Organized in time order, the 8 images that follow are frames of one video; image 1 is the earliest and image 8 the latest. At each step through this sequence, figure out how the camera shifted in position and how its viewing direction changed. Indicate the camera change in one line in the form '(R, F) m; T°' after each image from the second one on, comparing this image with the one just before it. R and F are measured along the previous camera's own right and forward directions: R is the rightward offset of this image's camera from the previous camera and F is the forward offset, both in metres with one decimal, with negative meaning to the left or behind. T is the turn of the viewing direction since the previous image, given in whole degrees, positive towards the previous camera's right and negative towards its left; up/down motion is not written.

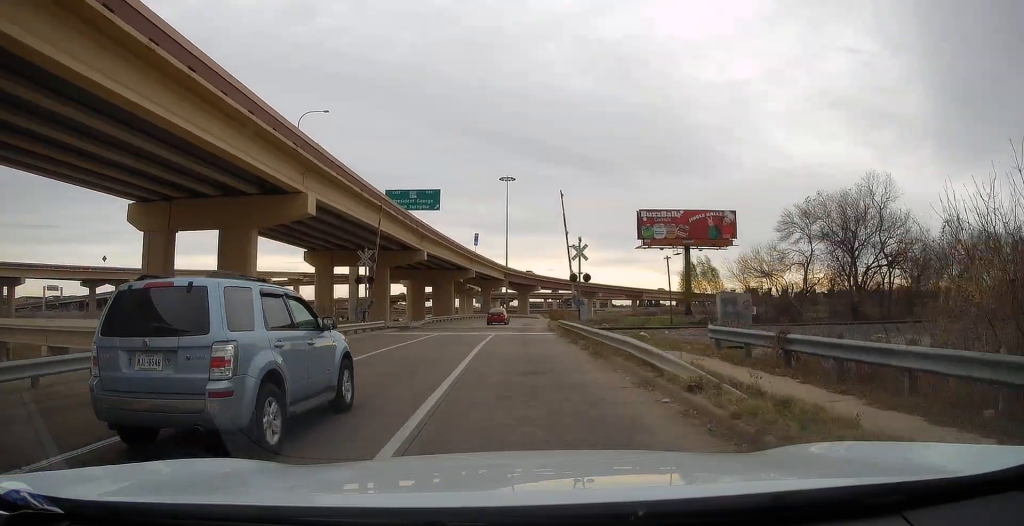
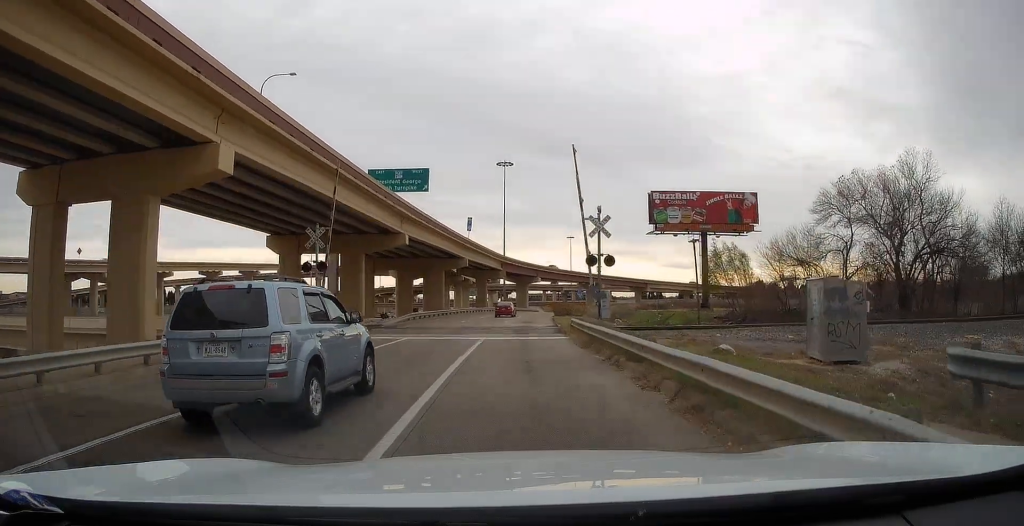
(0.0, +9.9) m; 0°
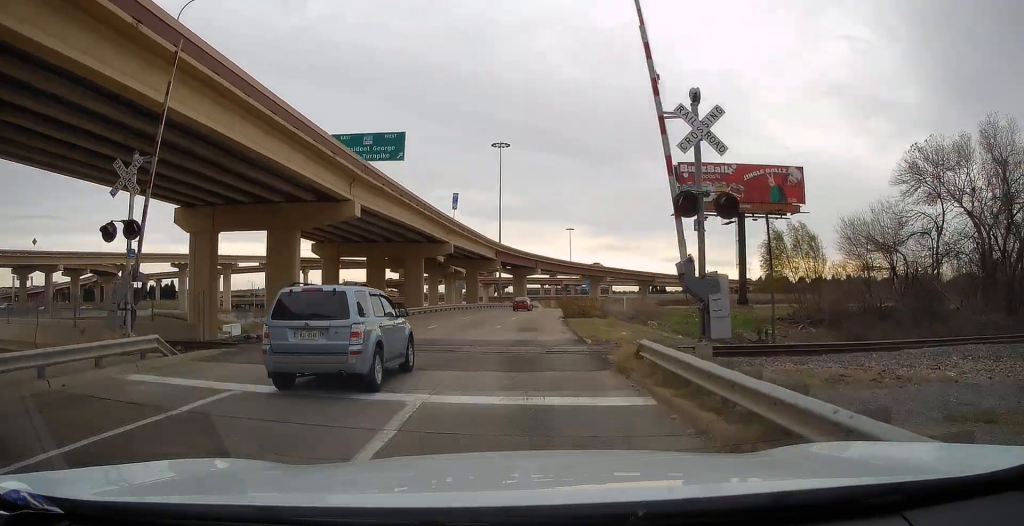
(0.0, +16.0) m; 0°
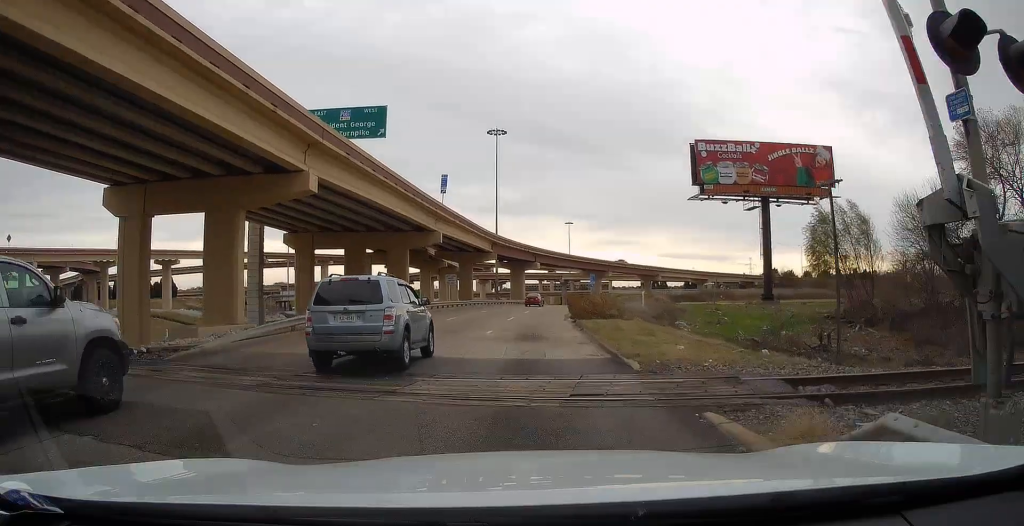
(0.0, +8.2) m; 0°
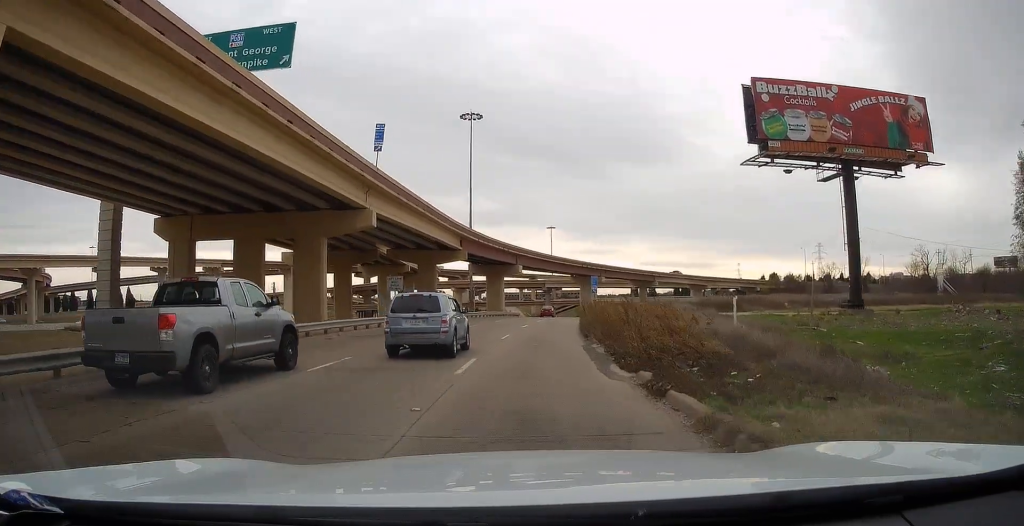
(0.0, +21.3) m; 0°
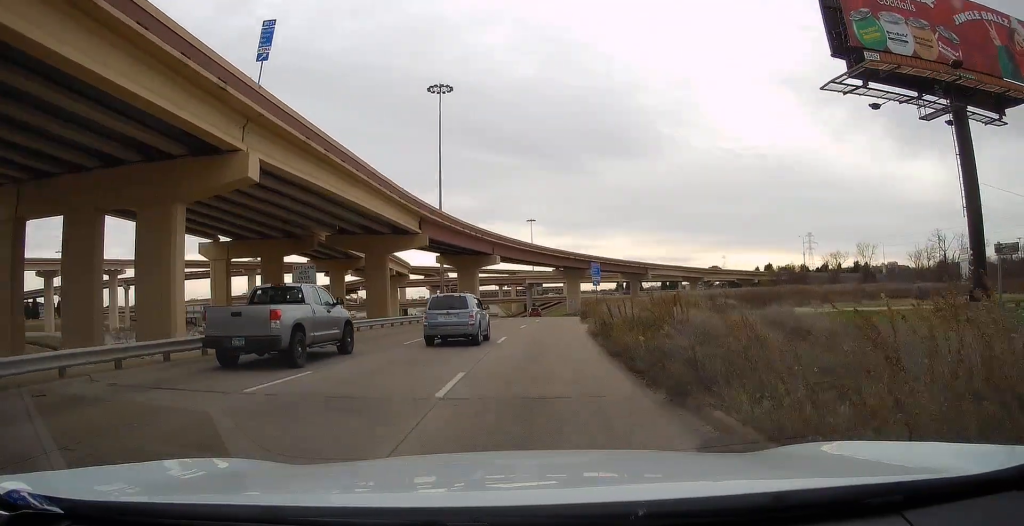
(0.0, +15.5) m; 0°
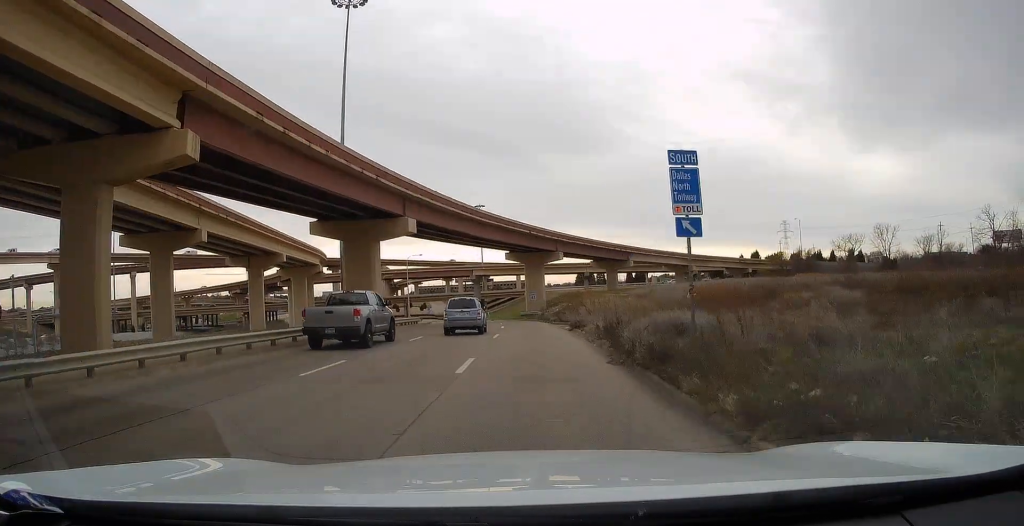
(+1.1, +31.9) m; +6°
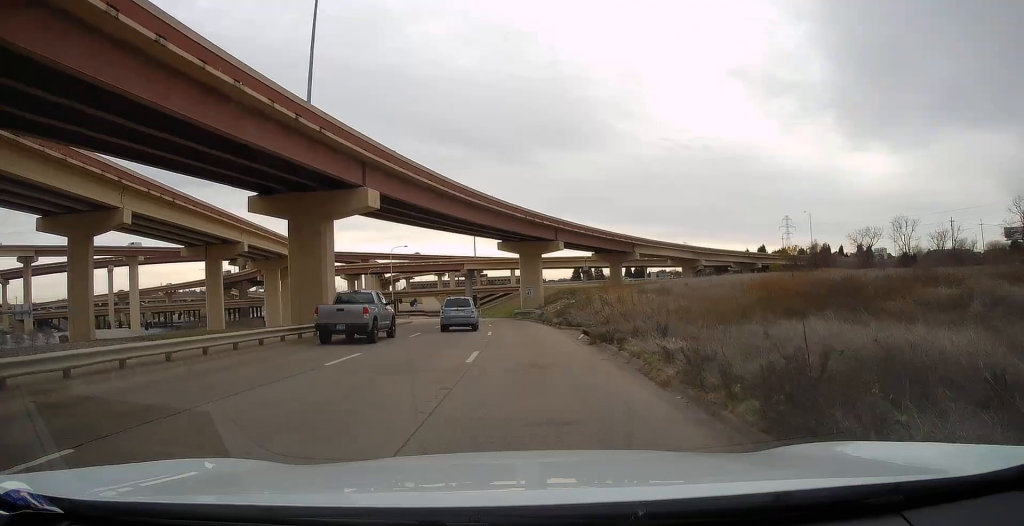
(+0.8, +10.1) m; +2°
